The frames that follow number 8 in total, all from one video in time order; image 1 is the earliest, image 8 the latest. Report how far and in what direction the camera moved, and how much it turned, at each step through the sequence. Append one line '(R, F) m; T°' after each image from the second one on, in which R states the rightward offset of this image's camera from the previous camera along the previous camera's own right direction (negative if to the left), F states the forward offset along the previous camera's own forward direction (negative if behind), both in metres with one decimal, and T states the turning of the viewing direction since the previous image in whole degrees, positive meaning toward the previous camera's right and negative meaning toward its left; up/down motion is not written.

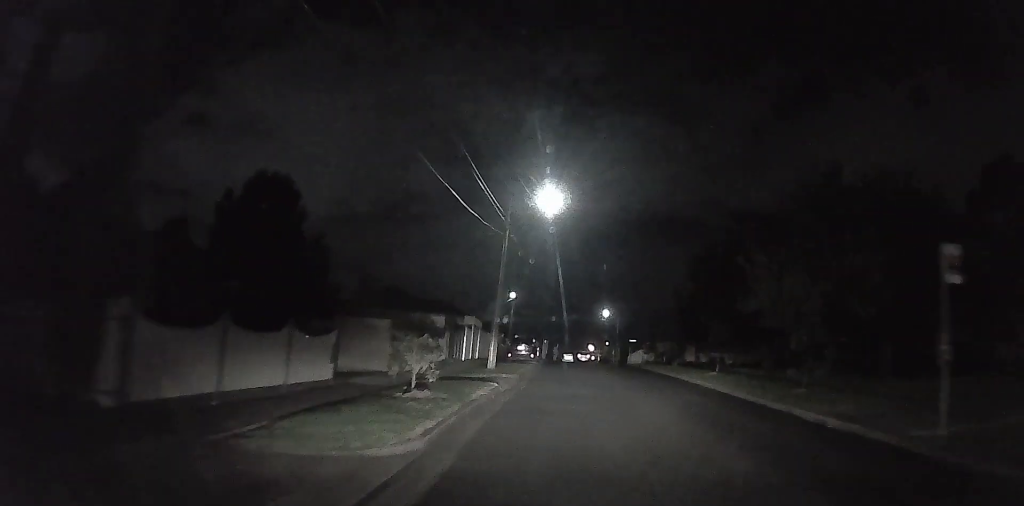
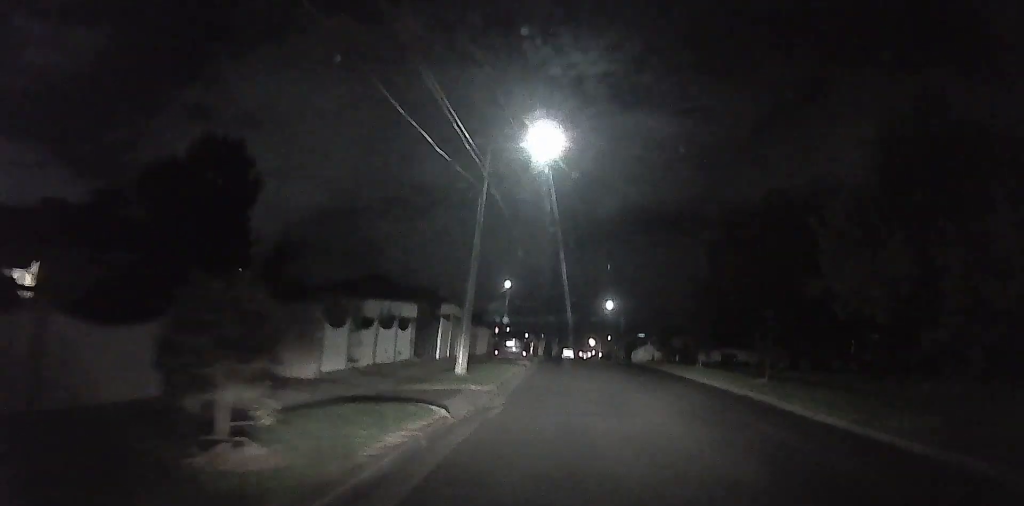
(0.0, +8.2) m; -1°
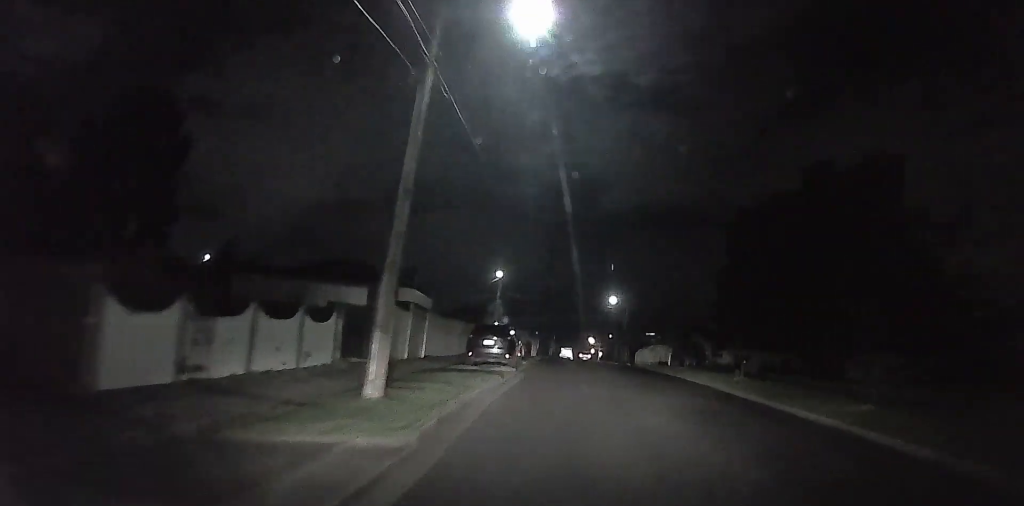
(-0.2, +9.2) m; -1°
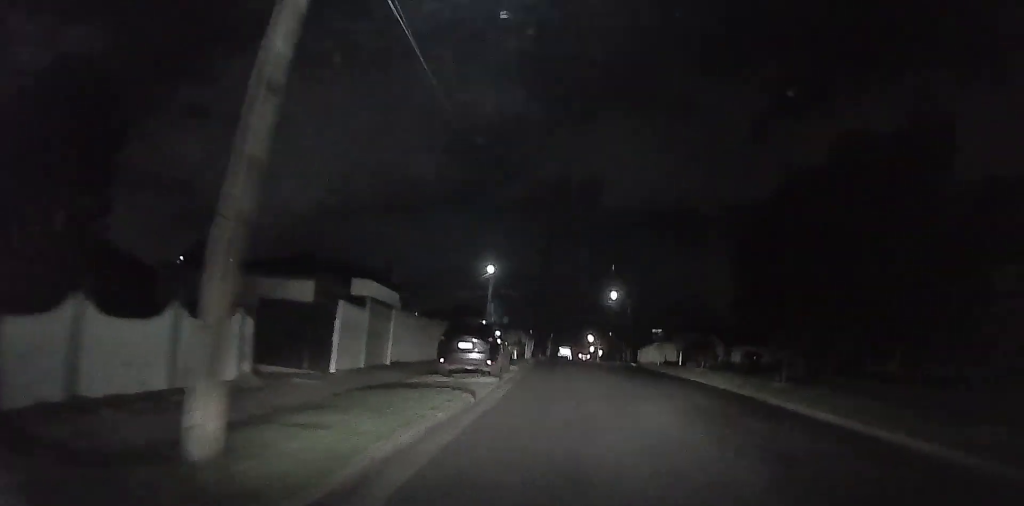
(0.0, +5.6) m; -1°
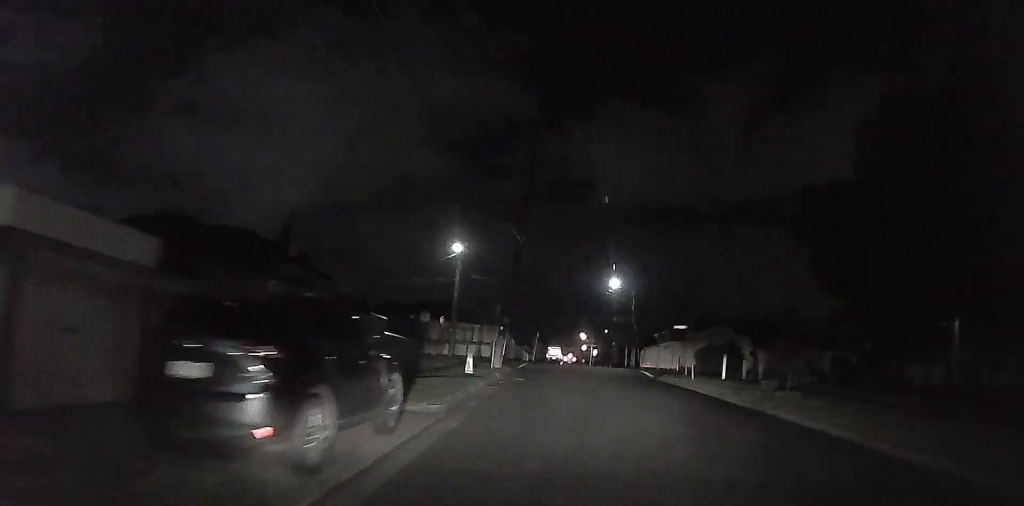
(-0.7, +15.0) m; -3°
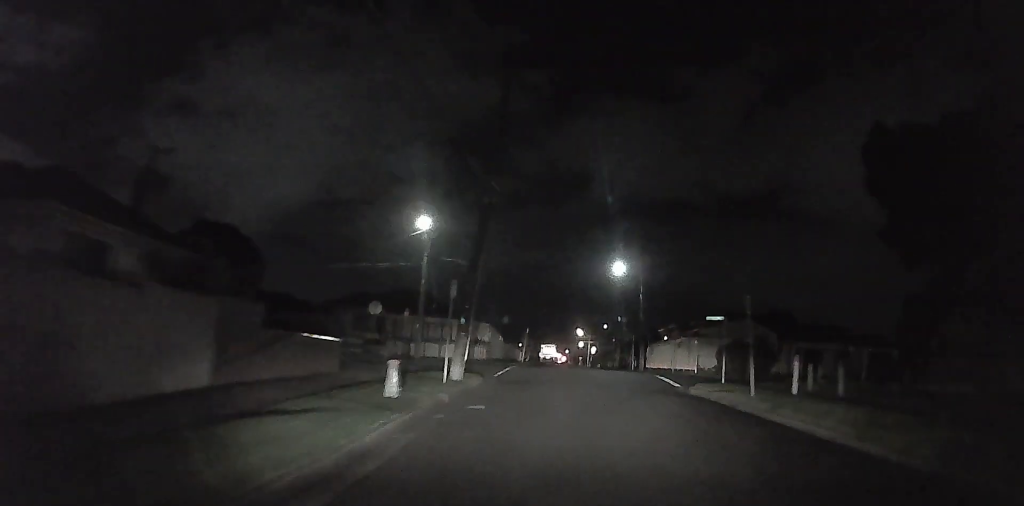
(0.0, +10.0) m; +3°
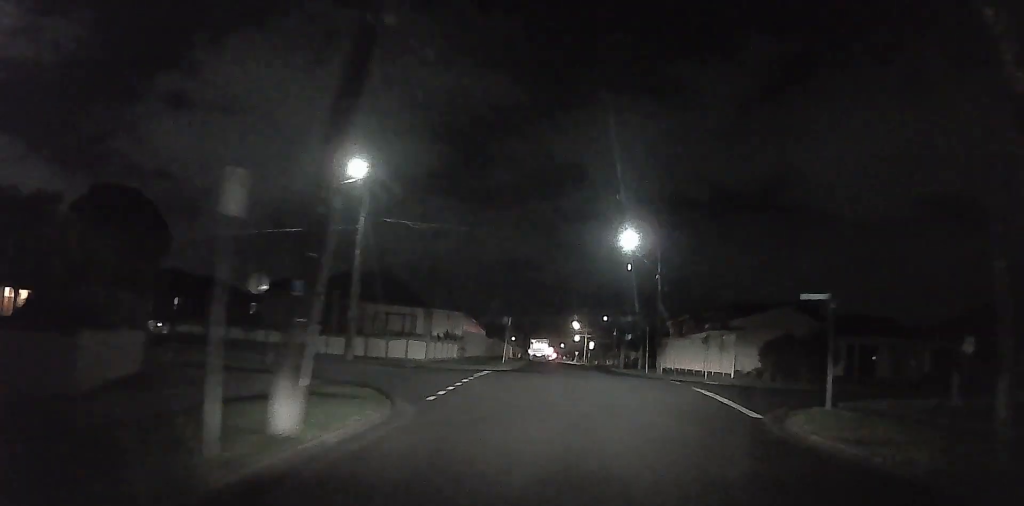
(+0.6, +11.8) m; +1°
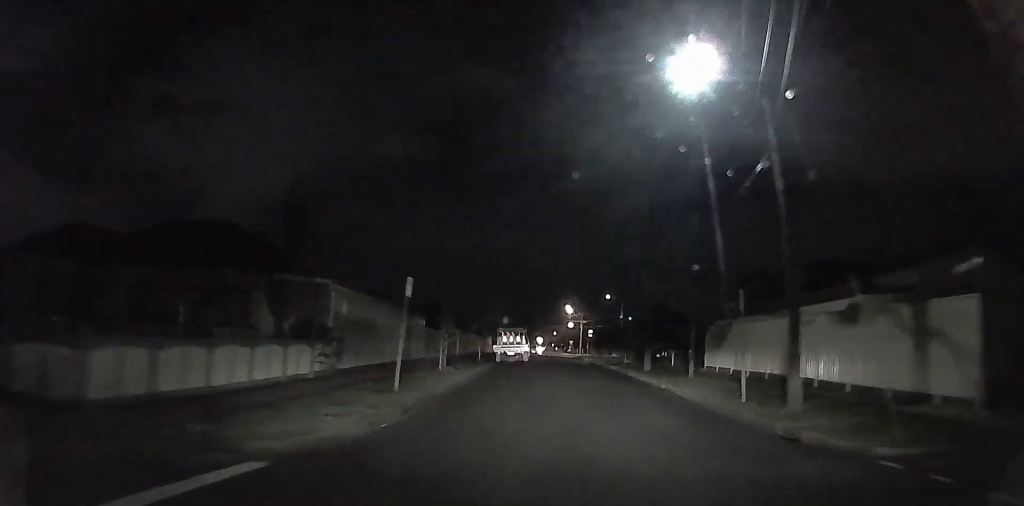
(-1.2, +21.4) m; -3°
